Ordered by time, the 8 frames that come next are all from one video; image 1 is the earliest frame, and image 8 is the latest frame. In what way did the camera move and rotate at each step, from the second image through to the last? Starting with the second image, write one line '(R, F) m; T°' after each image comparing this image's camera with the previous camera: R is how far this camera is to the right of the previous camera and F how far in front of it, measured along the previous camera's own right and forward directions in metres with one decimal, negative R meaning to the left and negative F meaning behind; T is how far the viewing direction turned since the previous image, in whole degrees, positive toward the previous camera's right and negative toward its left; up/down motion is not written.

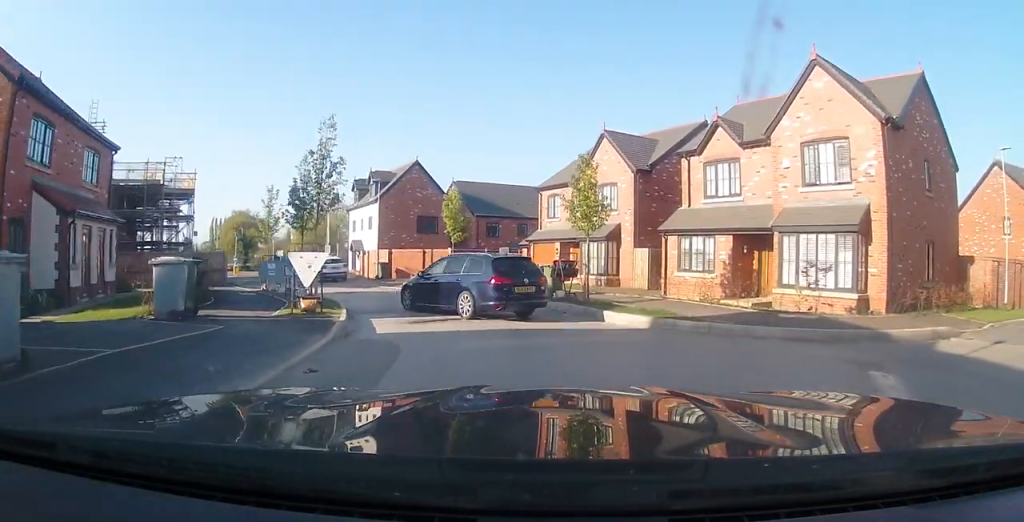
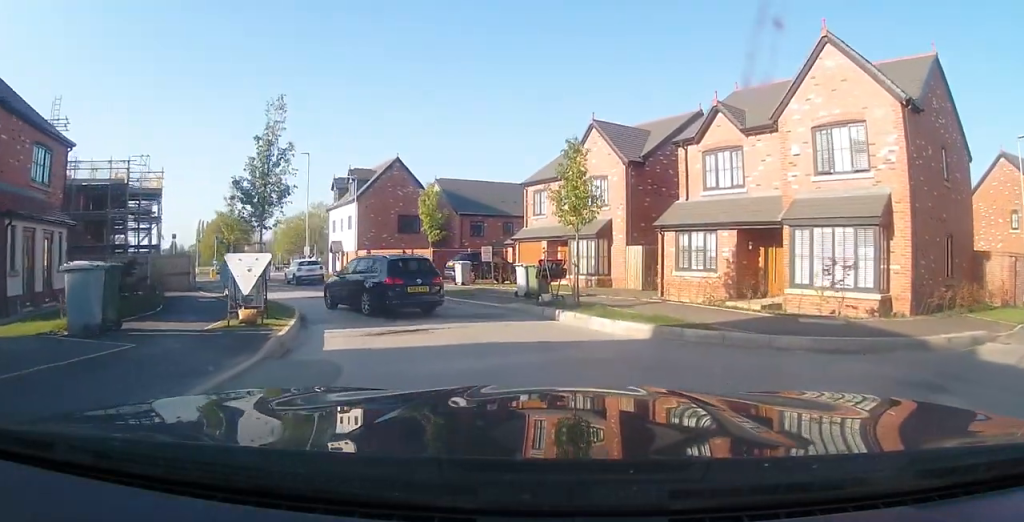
(-0.5, +2.2) m; -7°
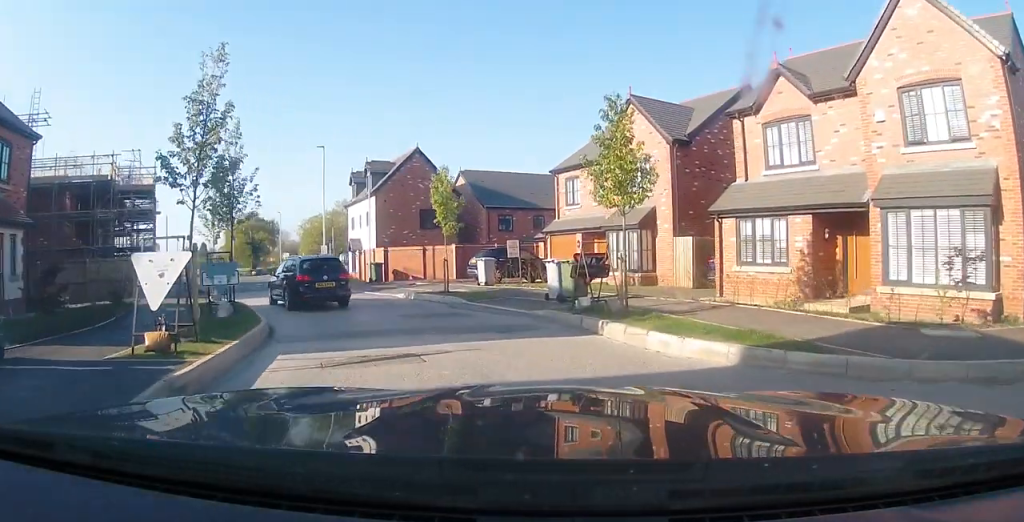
(-0.4, +3.9) m; -8°
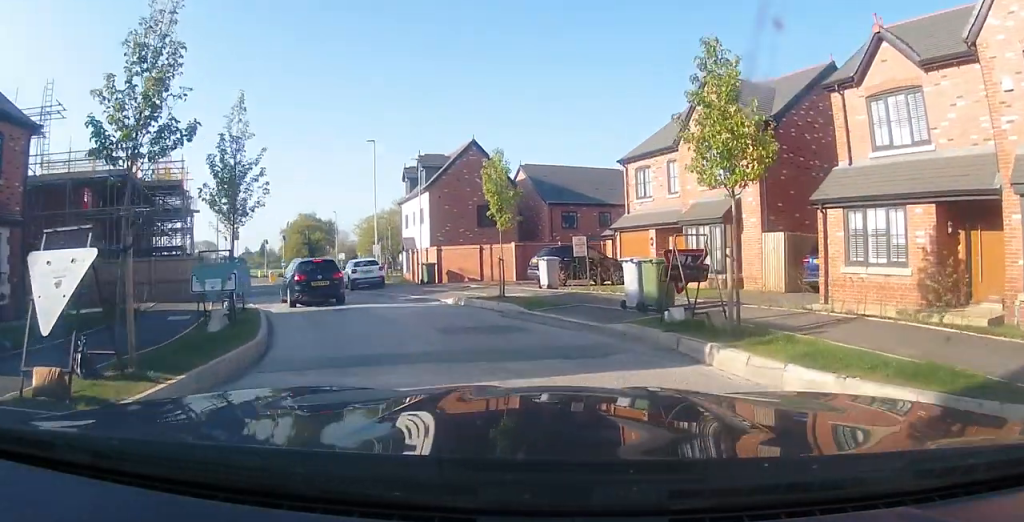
(0.0, +3.1) m; -2°
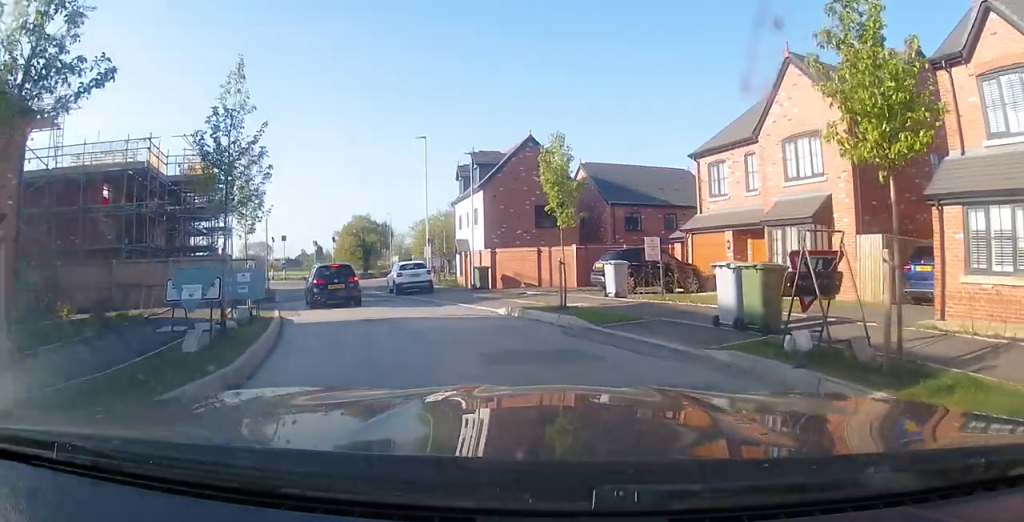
(-0.2, +2.6) m; +1°
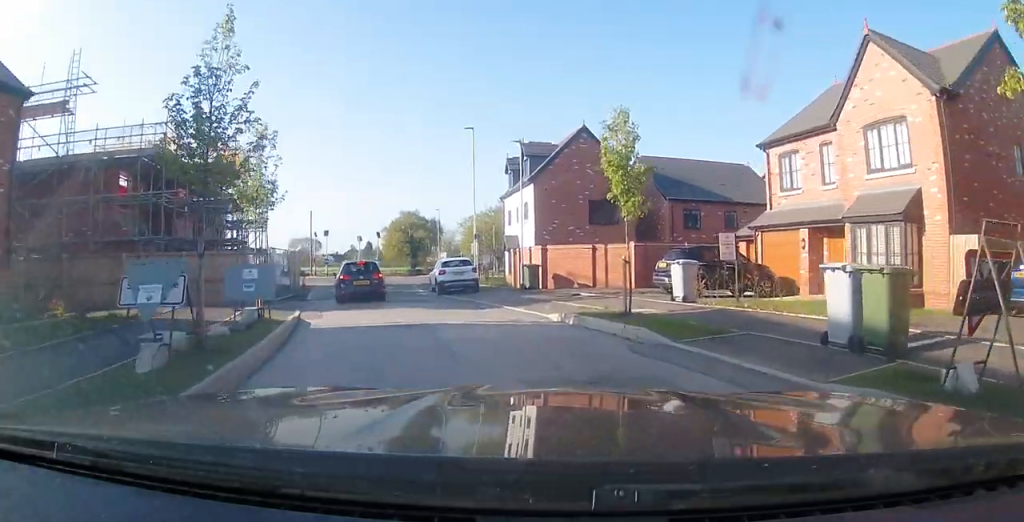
(0.0, +2.1) m; +1°
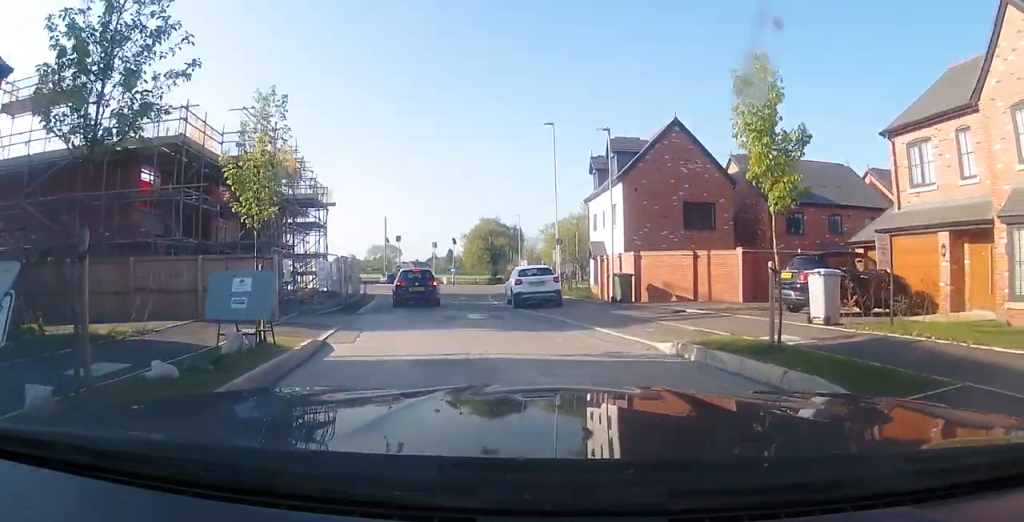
(+0.3, +3.4) m; +3°
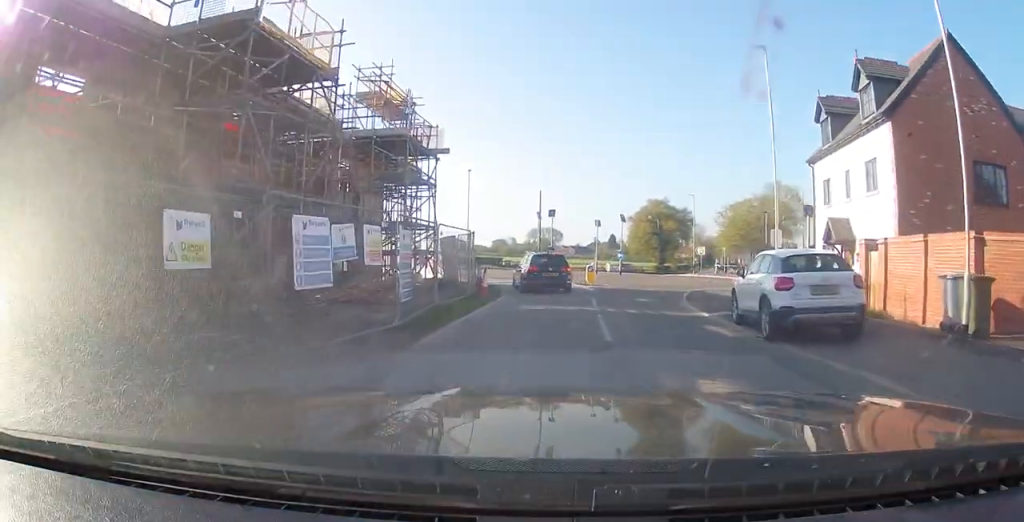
(-2.0, +9.8) m; -18°
